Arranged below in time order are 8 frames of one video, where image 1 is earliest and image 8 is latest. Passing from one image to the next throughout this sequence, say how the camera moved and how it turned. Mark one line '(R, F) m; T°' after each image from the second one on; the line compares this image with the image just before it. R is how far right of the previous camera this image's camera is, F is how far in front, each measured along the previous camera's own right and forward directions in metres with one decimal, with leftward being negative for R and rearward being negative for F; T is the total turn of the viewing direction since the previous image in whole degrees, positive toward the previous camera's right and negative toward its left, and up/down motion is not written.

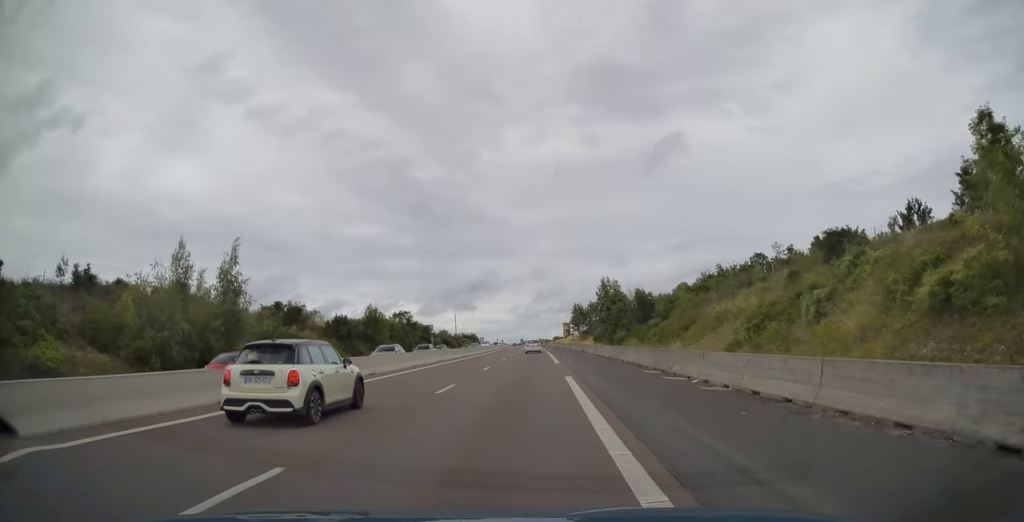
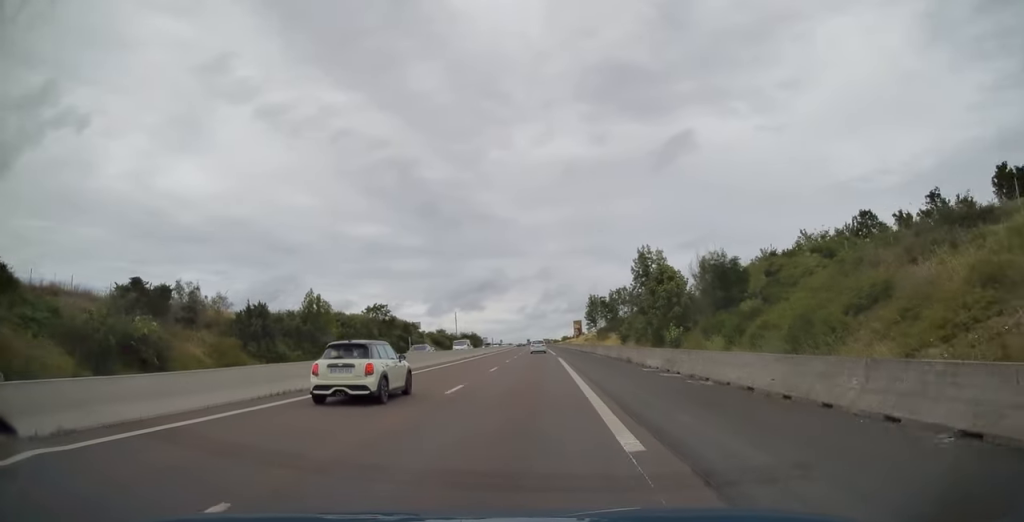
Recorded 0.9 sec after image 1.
(-0.2, +27.3) m; -1°
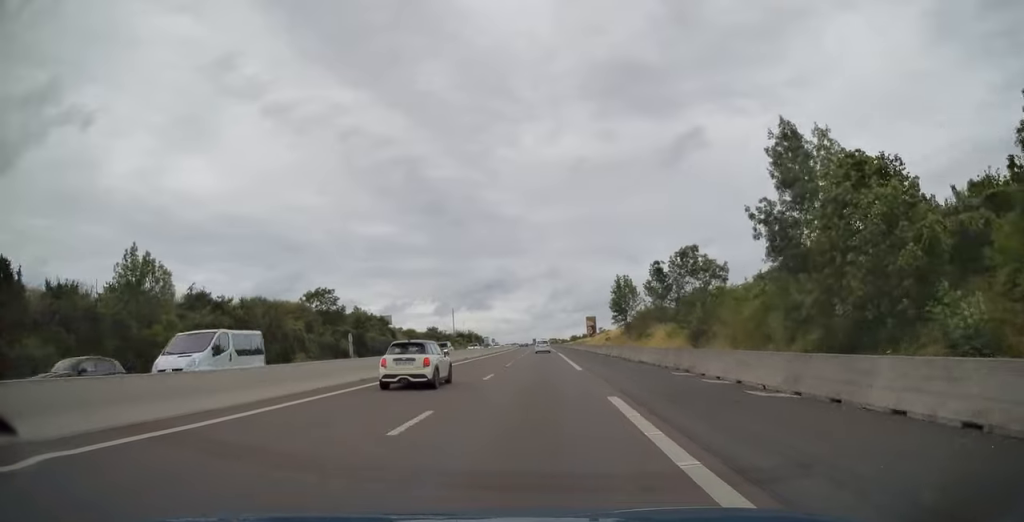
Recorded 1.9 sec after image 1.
(-0.2, +33.2) m; -1°
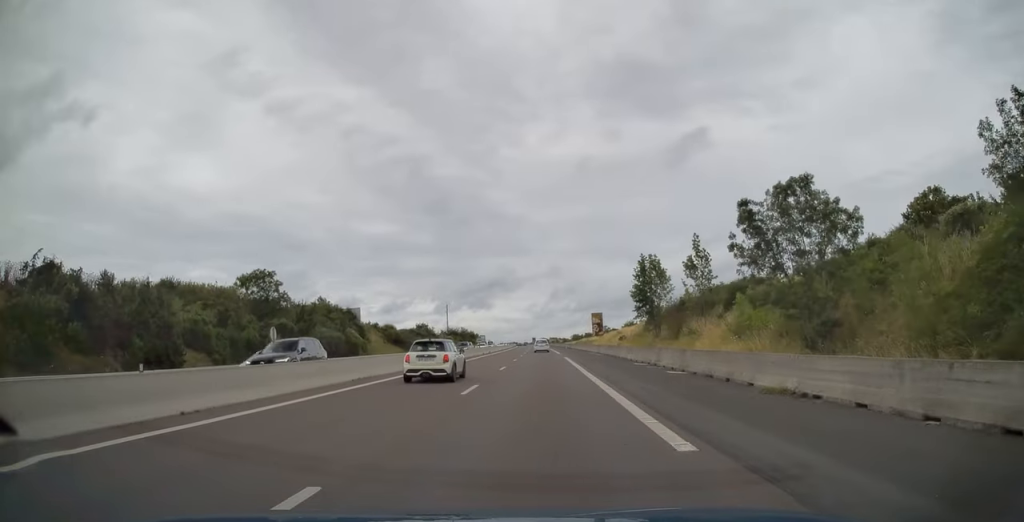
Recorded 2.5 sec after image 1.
(0.0, +19.3) m; 0°
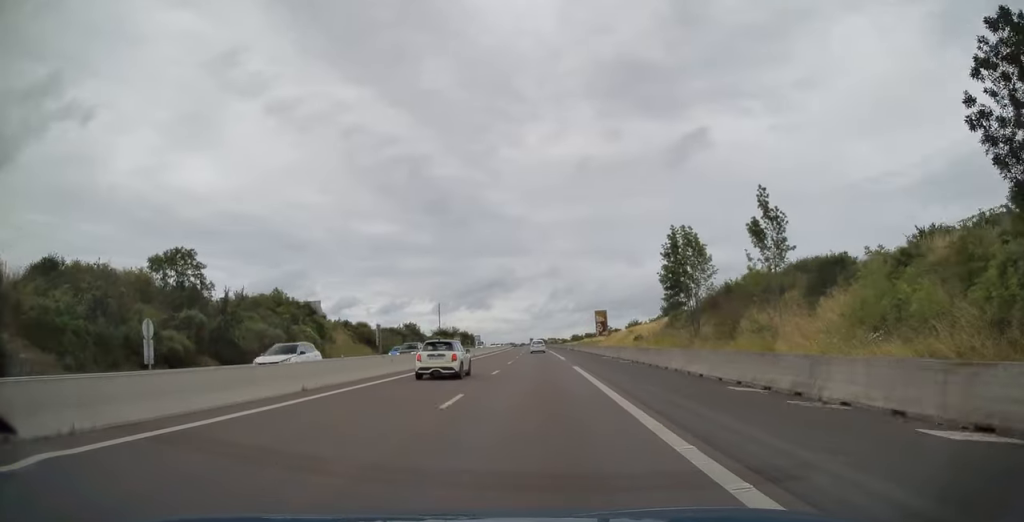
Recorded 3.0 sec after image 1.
(0.0, +16.1) m; 0°
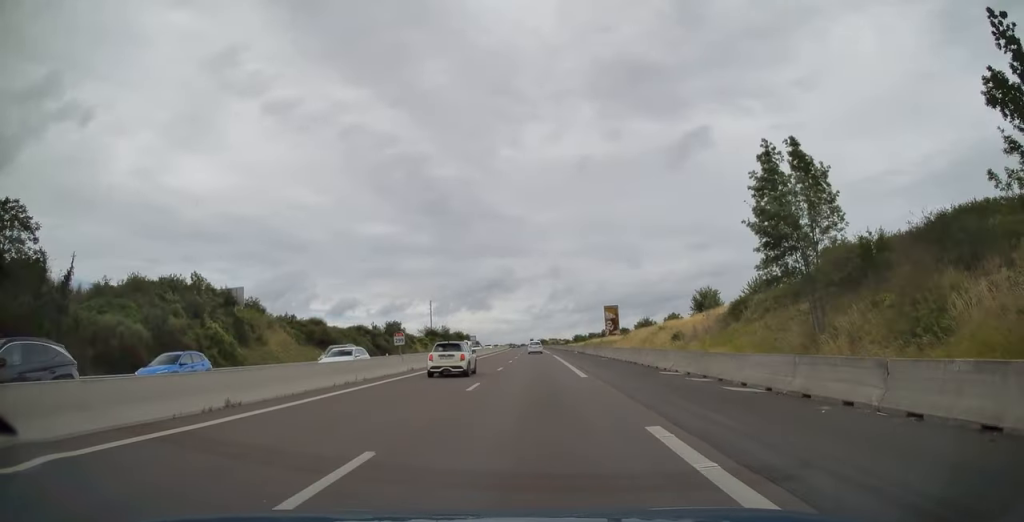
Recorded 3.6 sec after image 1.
(0.0, +20.9) m; 0°
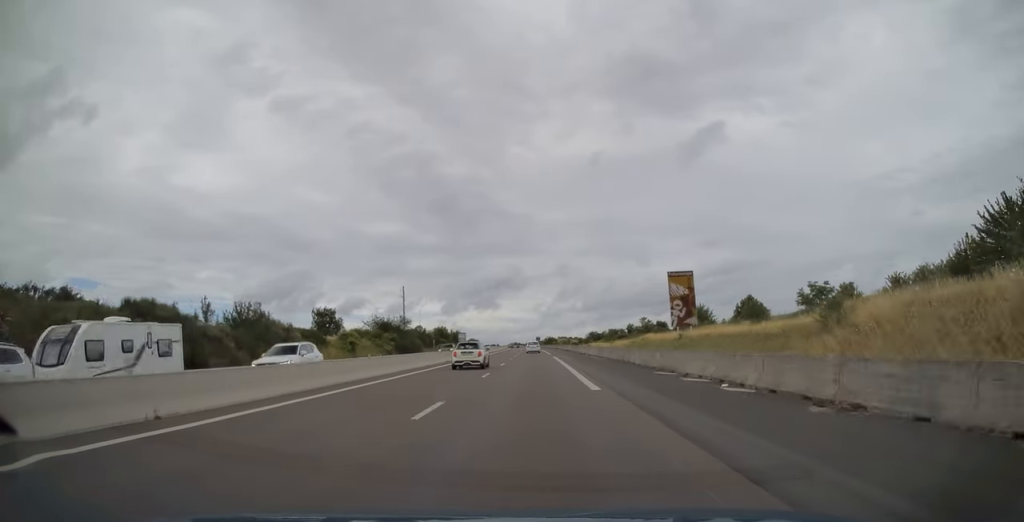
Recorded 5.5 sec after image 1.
(-0.1, +58.6) m; 0°
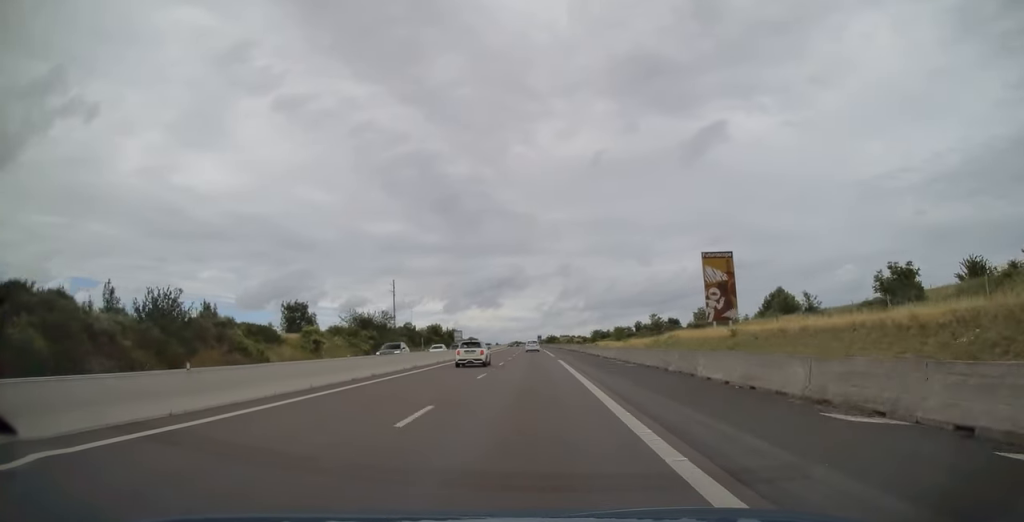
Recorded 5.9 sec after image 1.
(-0.1, +14.0) m; 0°
